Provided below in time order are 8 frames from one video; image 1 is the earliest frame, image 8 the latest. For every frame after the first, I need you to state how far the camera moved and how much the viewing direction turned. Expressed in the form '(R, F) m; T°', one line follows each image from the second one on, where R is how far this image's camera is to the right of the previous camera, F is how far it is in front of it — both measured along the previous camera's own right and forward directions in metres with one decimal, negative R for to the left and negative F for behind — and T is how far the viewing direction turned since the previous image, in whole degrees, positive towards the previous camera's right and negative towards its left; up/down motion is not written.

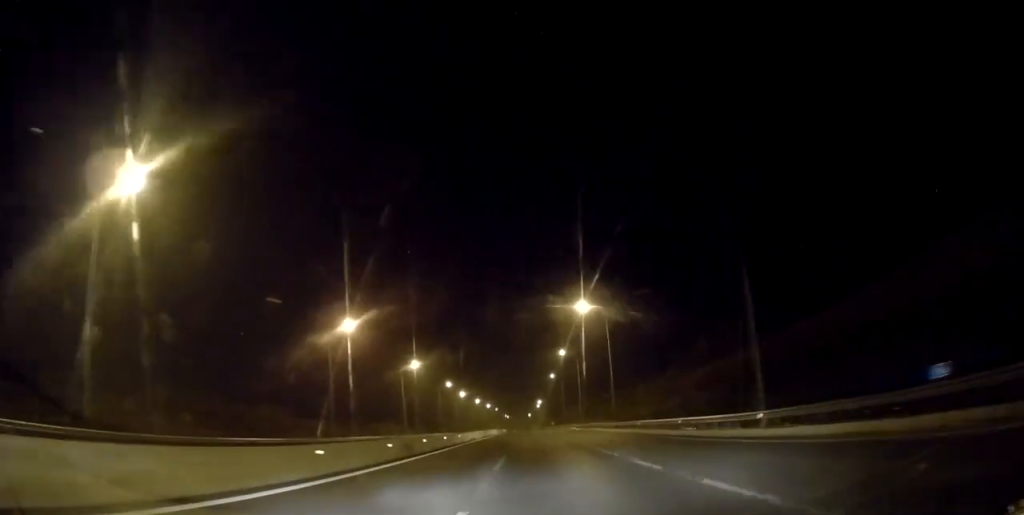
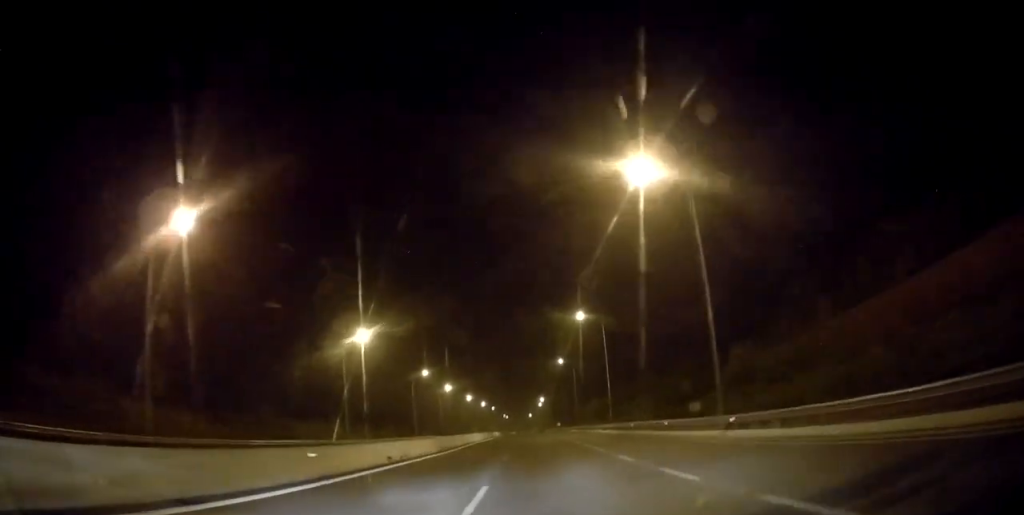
(0.0, +33.4) m; 0°
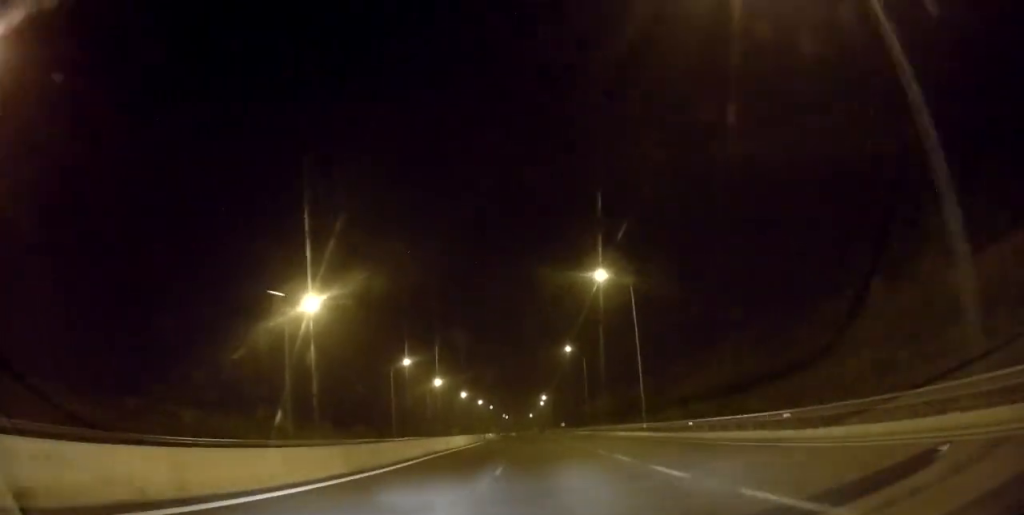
(0.0, +17.3) m; 0°
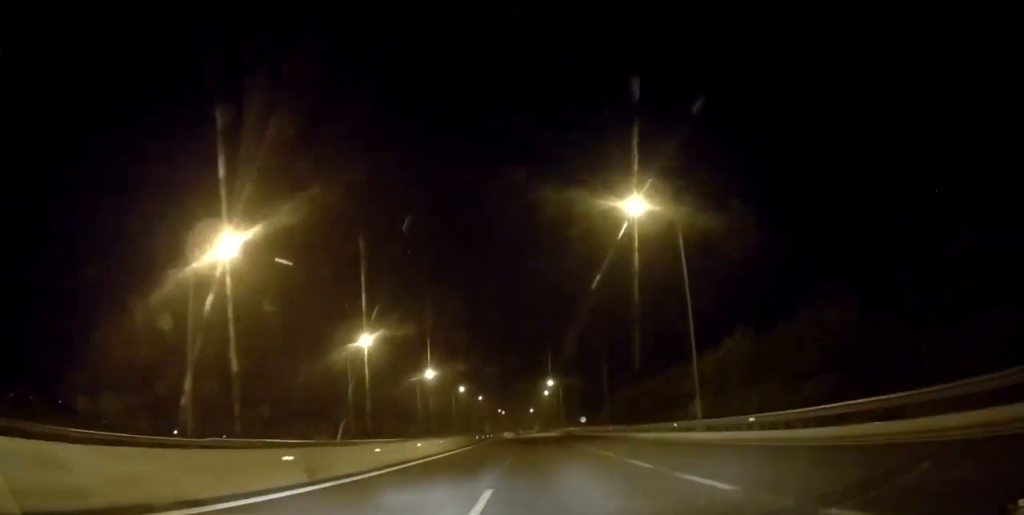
(-0.1, +56.5) m; 0°
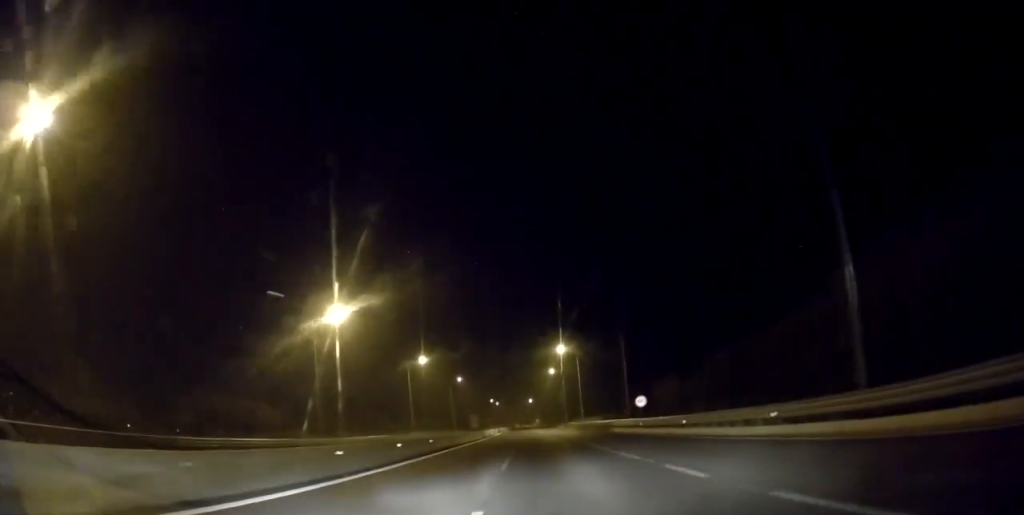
(0.0, +51.6) m; 0°
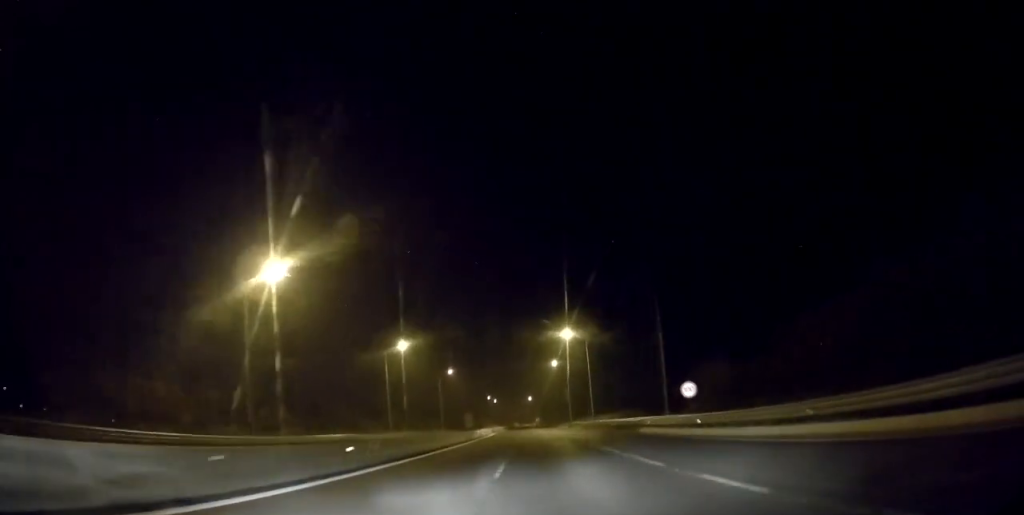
(0.0, +14.6) m; 0°
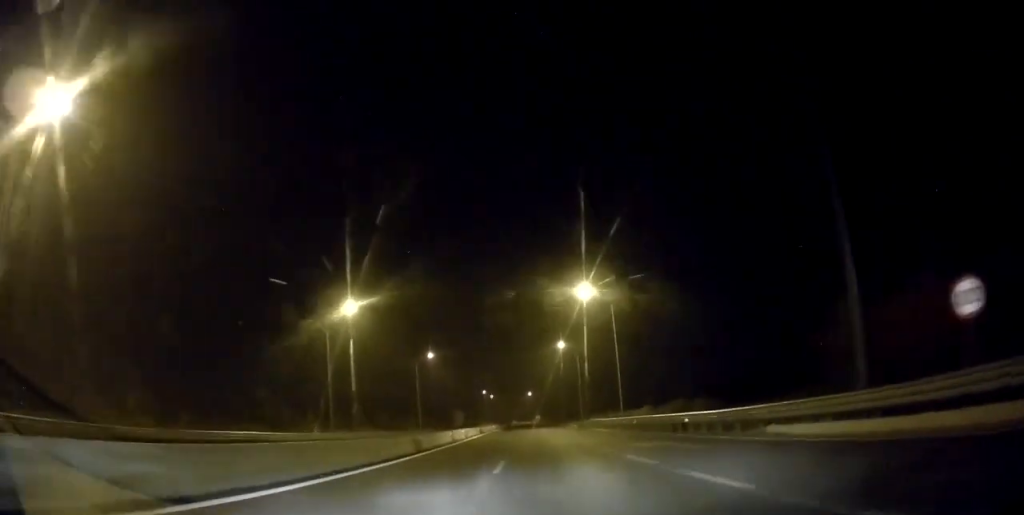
(+0.1, +23.3) m; 0°
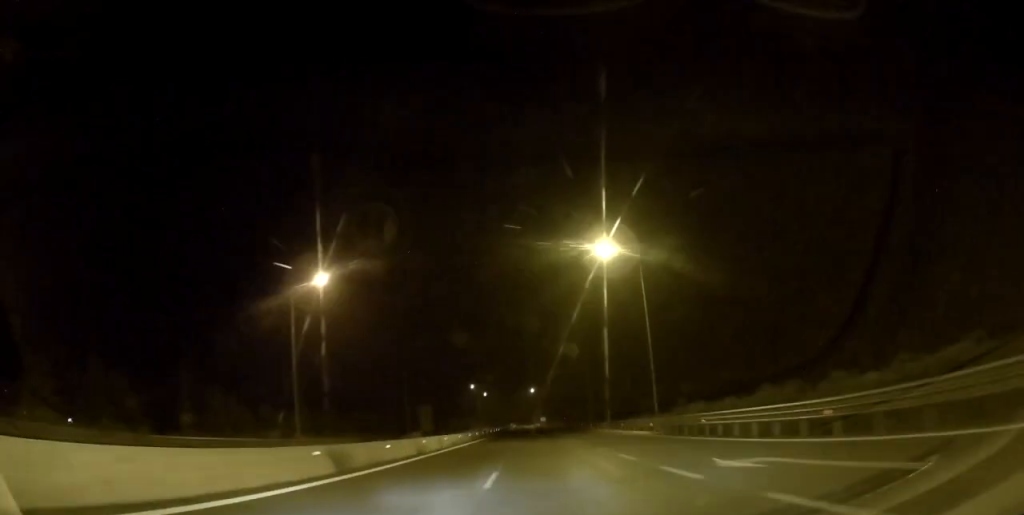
(-0.1, +51.4) m; 0°
